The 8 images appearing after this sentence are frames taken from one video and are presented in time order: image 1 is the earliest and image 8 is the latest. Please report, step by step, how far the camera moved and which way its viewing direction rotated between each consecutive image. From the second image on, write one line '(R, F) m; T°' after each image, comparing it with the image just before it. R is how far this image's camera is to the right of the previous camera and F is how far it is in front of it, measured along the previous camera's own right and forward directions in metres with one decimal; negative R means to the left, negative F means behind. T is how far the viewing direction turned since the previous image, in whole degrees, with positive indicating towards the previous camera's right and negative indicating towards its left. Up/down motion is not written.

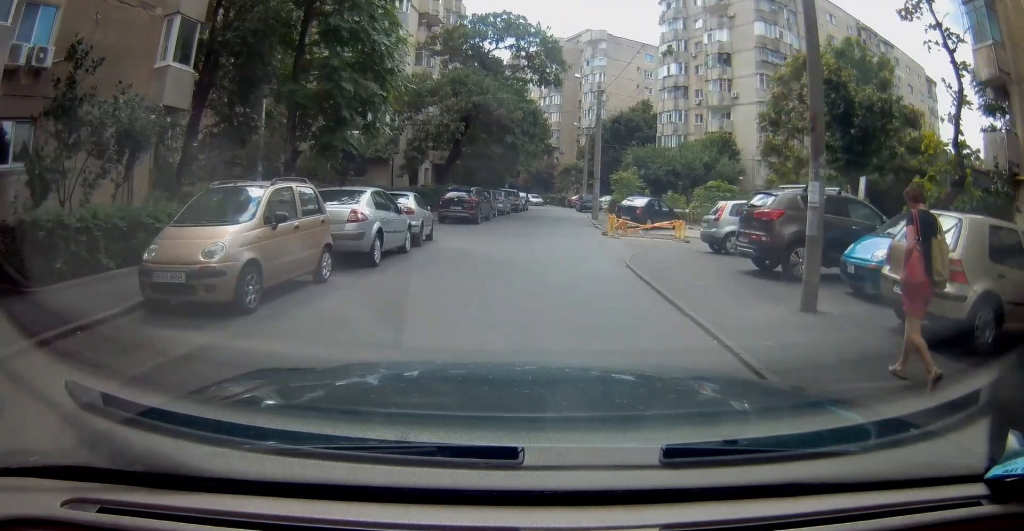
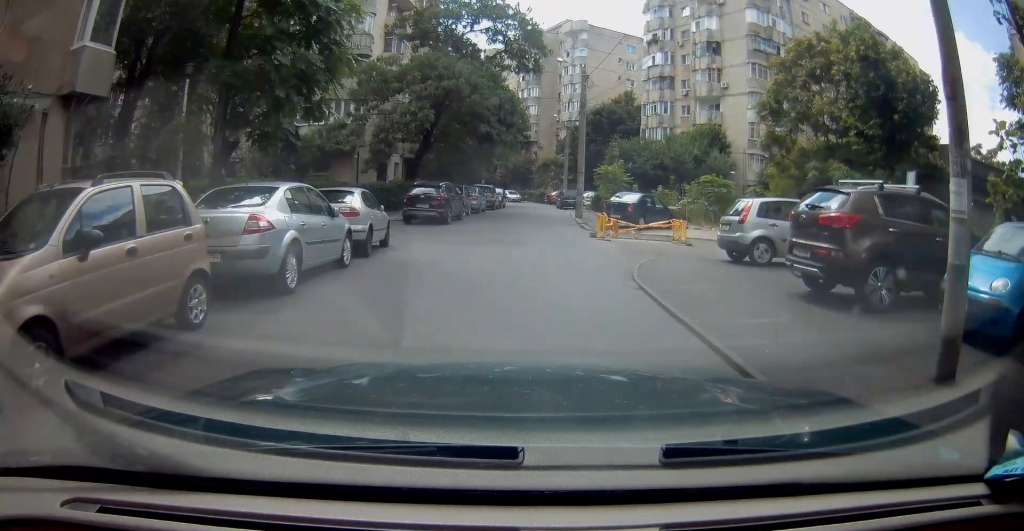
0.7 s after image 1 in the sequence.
(-0.1, +2.6) m; -1°
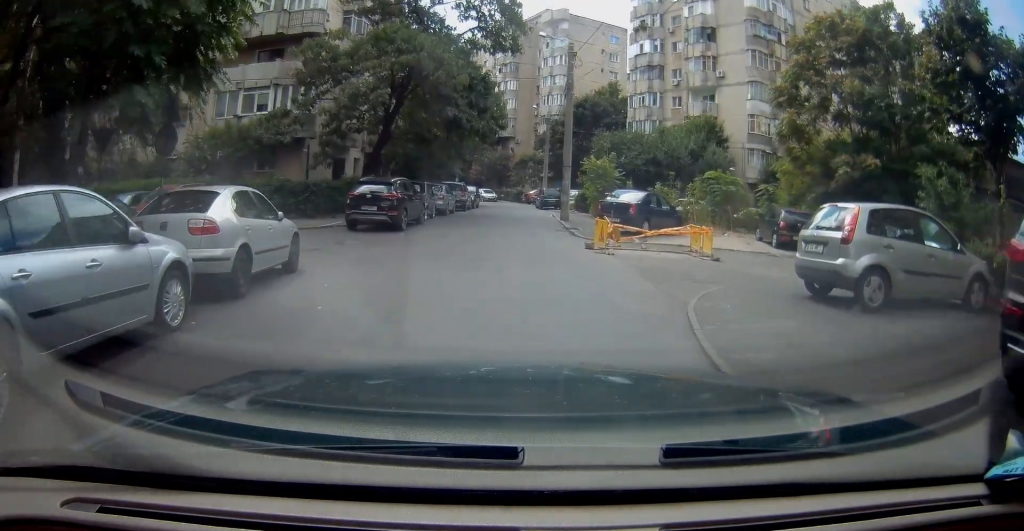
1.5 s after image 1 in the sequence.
(-0.1, +4.3) m; 0°
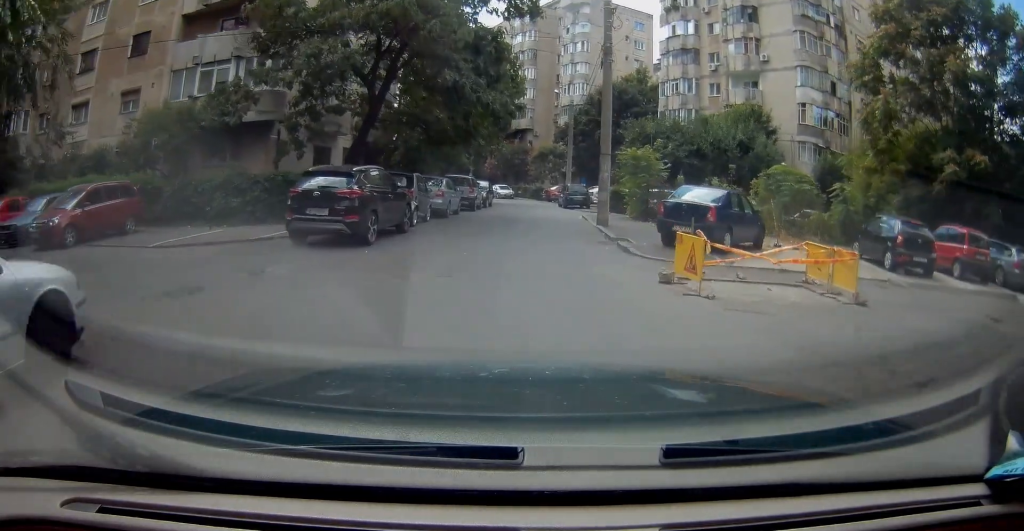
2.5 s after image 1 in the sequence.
(0.0, +5.9) m; -1°
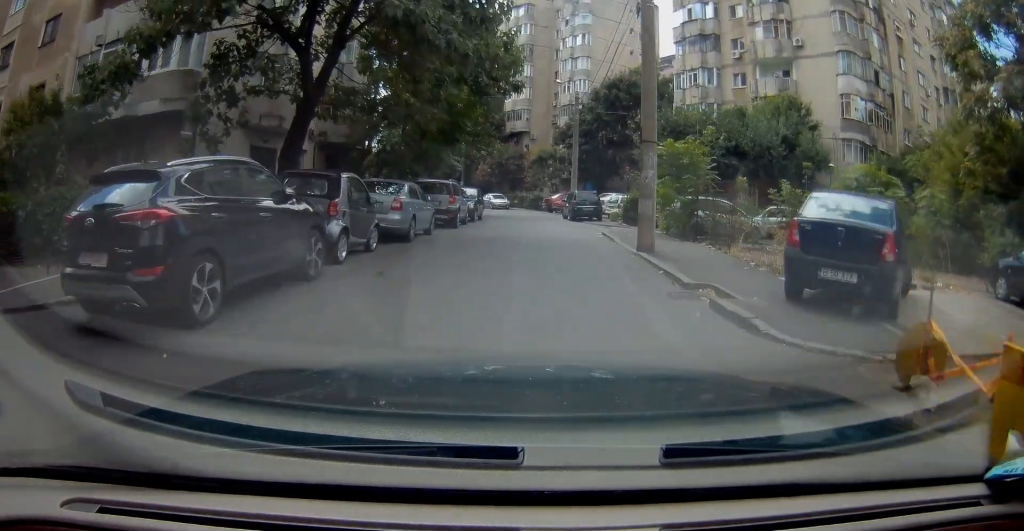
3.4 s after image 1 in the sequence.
(-0.2, +6.8) m; 0°
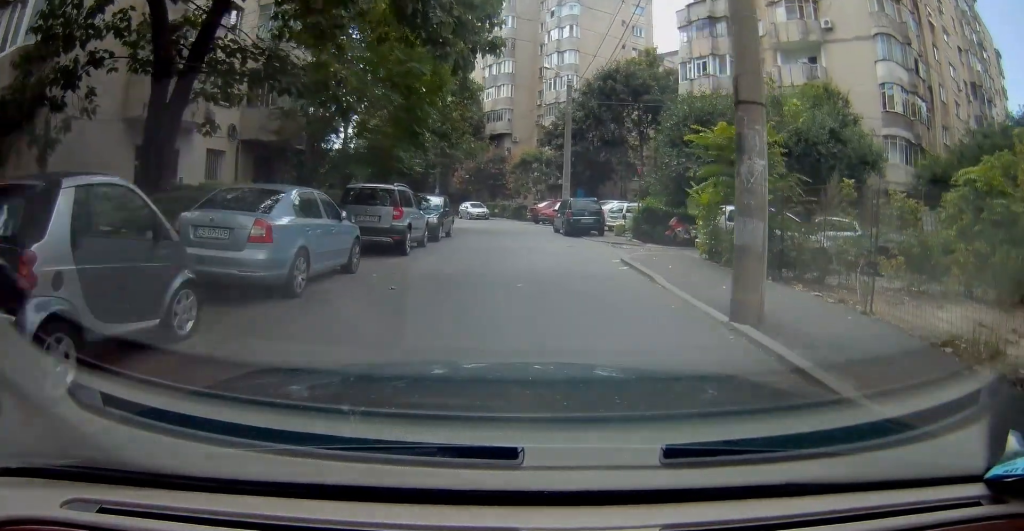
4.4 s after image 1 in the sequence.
(+0.1, +6.6) m; +4°
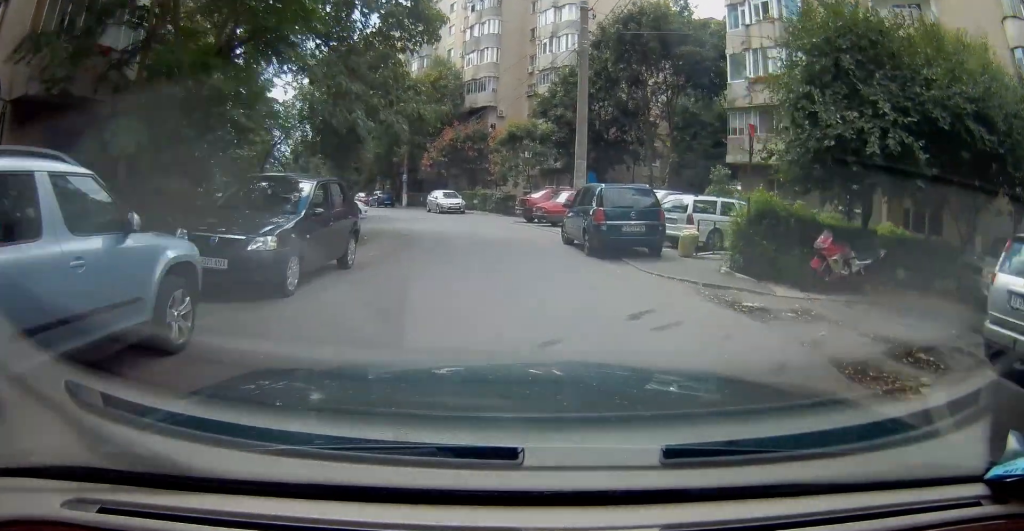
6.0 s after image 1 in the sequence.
(+0.8, +11.3) m; +2°
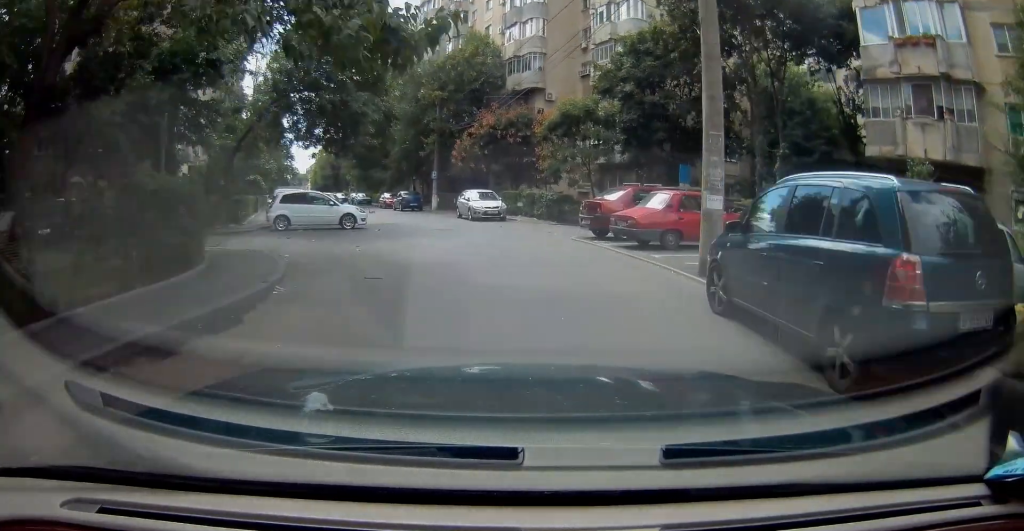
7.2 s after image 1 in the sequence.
(-0.5, +8.4) m; -5°
